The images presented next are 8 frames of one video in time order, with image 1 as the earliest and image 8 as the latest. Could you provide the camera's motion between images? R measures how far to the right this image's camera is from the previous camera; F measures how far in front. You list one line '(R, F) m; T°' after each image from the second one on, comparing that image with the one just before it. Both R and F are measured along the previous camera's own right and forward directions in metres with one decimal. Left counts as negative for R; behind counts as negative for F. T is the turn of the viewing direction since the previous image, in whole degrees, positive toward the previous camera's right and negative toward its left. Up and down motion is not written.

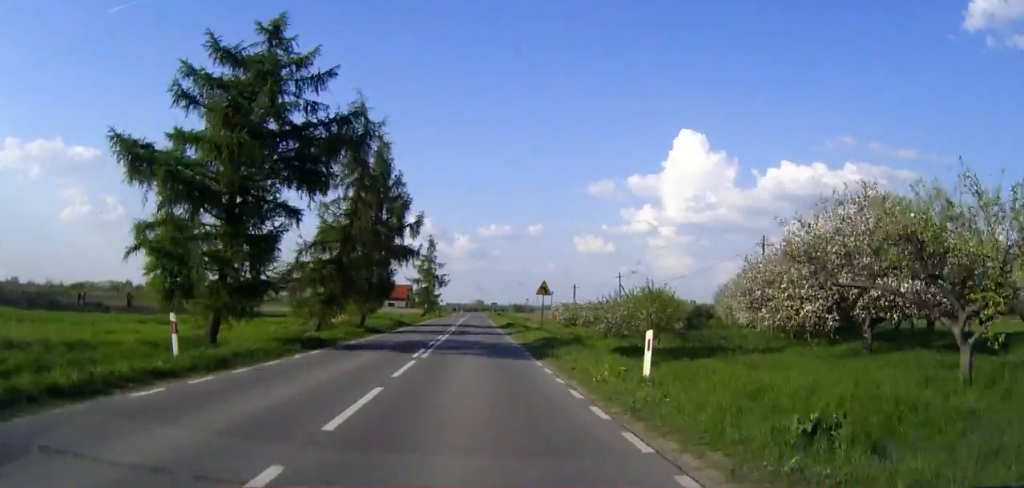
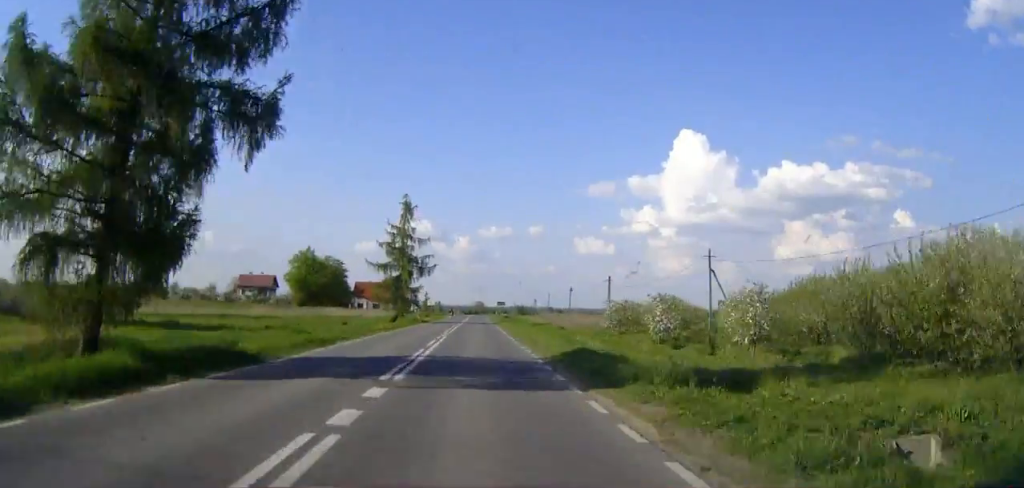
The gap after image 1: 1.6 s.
(0.0, +38.3) m; 0°
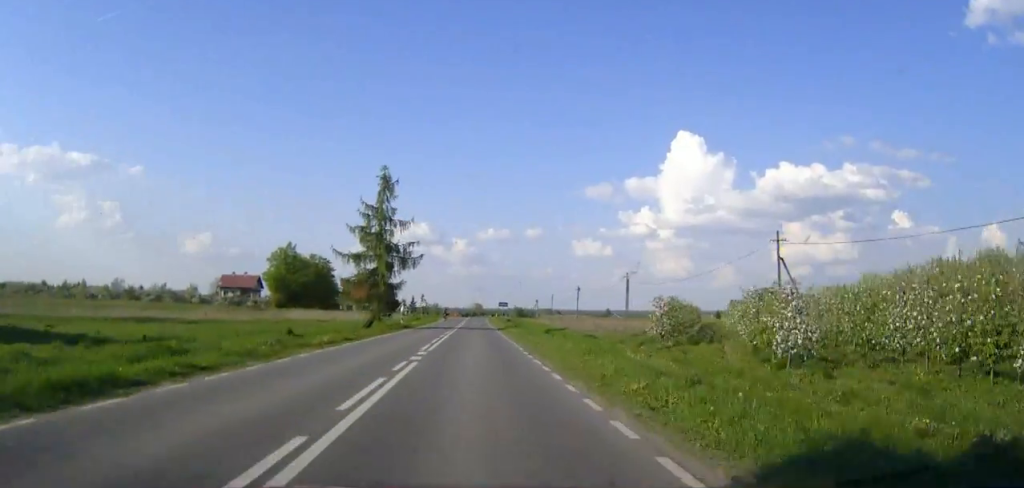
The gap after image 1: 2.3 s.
(0.0, +14.8) m; 0°
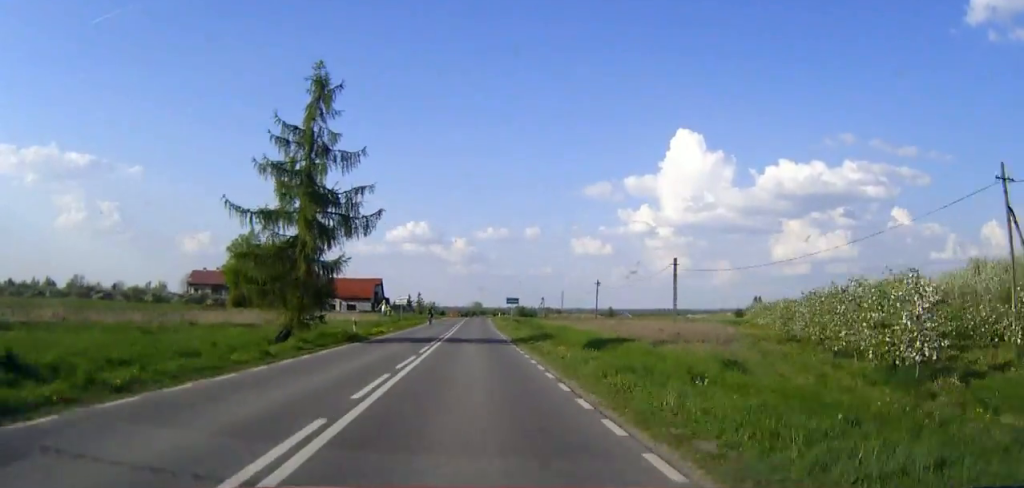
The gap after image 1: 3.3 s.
(0.0, +23.3) m; 0°
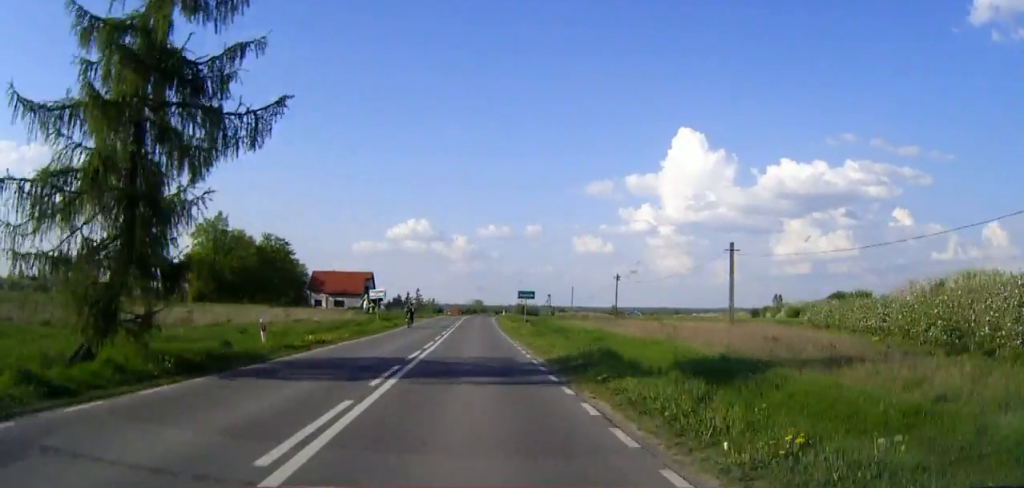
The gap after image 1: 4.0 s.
(0.0, +16.2) m; 0°
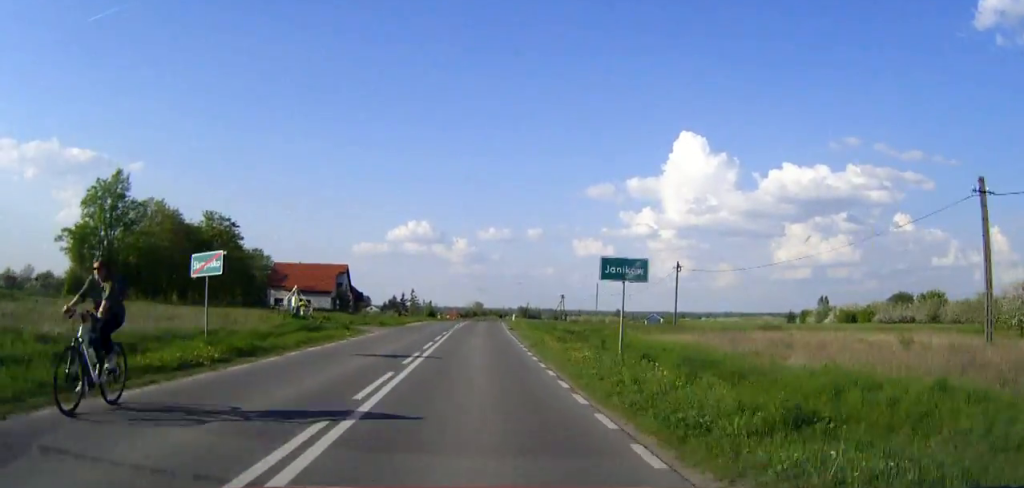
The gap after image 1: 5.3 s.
(0.0, +31.6) m; 0°
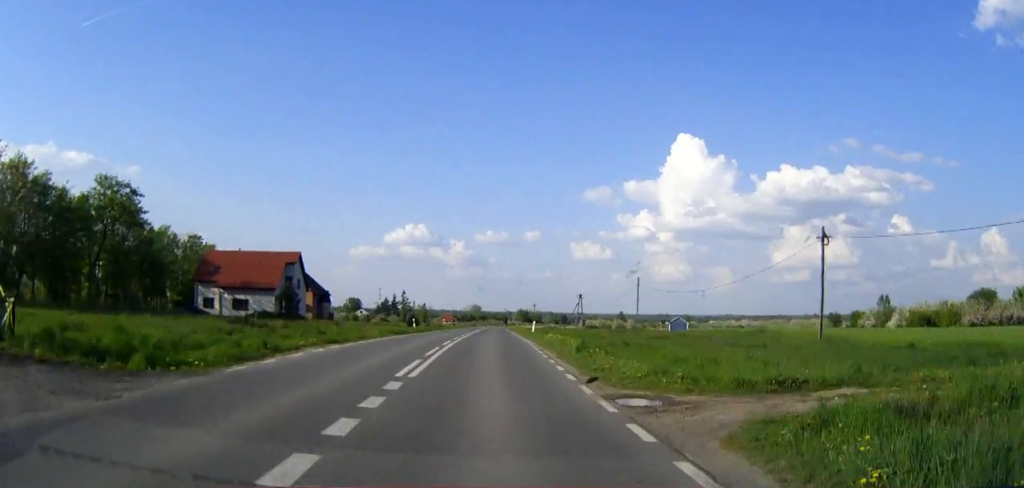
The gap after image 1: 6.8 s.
(0.0, +32.9) m; 0°
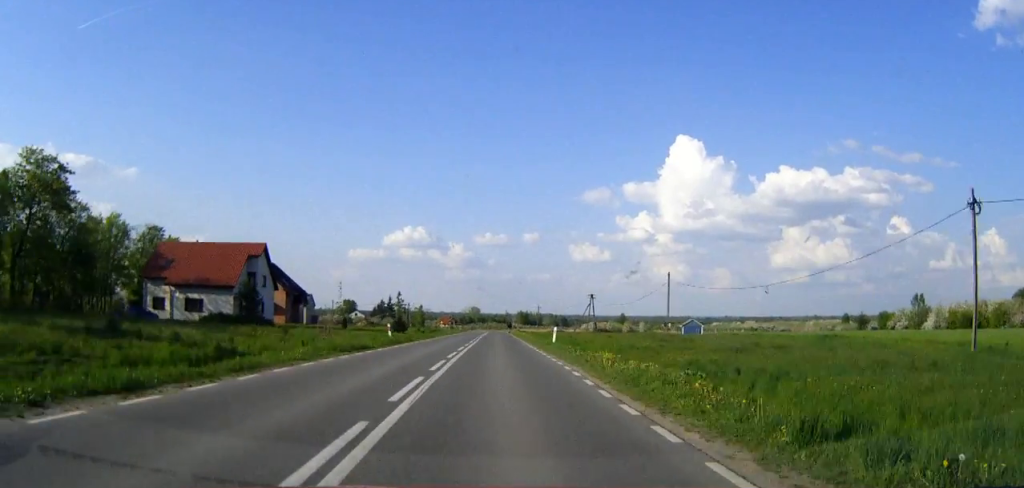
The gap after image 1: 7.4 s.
(0.0, +15.3) m; 0°
